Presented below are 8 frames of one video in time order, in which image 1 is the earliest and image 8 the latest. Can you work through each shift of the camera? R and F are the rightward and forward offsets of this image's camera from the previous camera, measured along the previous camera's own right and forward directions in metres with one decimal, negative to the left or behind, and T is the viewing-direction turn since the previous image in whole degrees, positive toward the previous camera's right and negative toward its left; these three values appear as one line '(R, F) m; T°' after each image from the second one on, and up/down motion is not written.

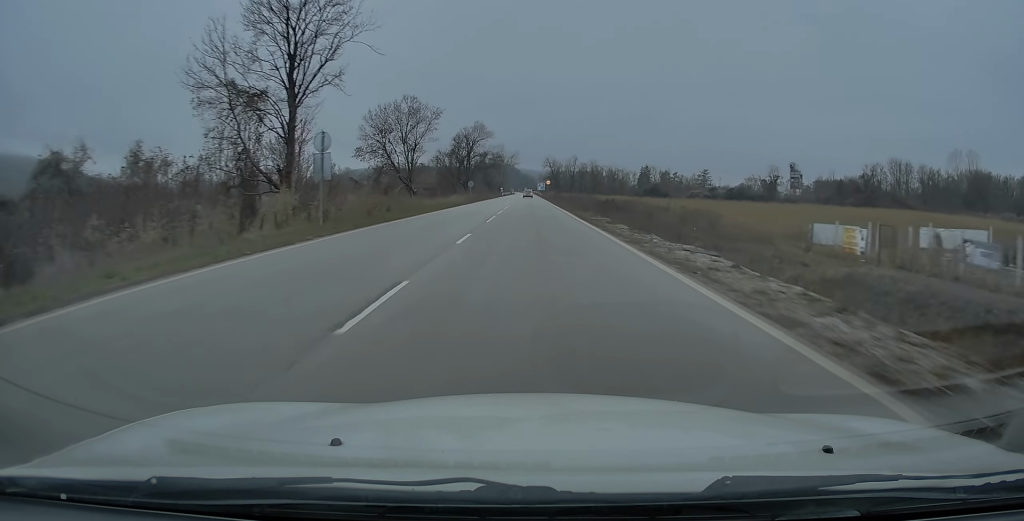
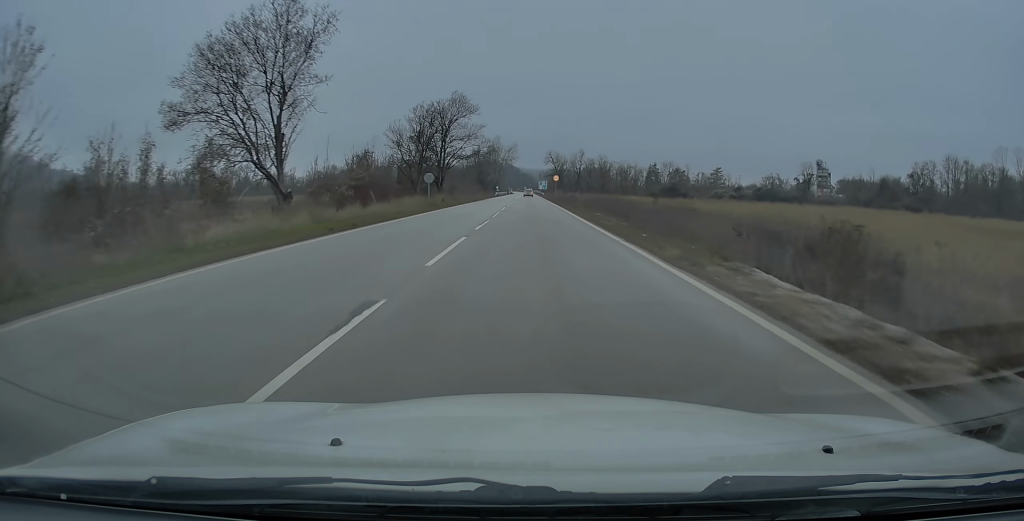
(-0.1, +32.6) m; 0°
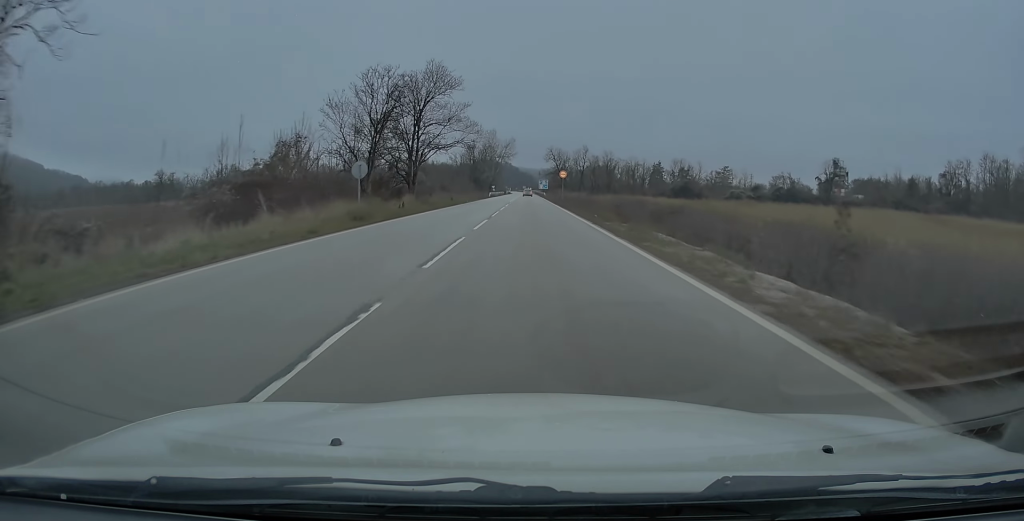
(0.0, +18.4) m; 0°
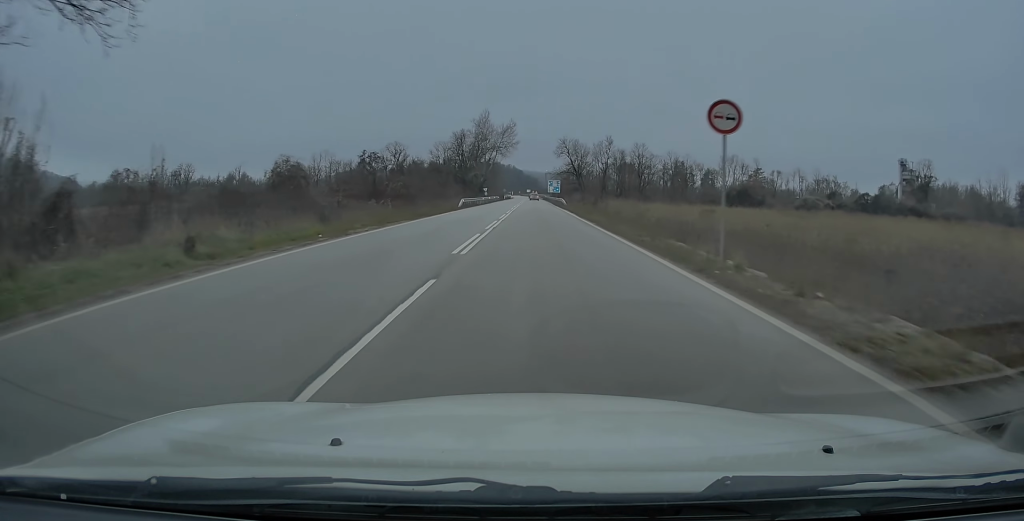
(-0.1, +52.1) m; 0°
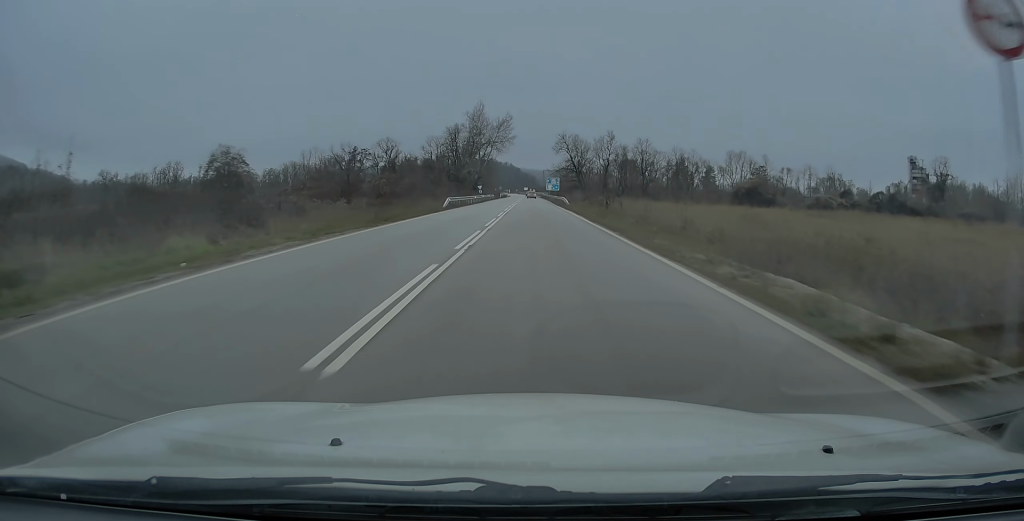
(-0.1, +8.2) m; 0°
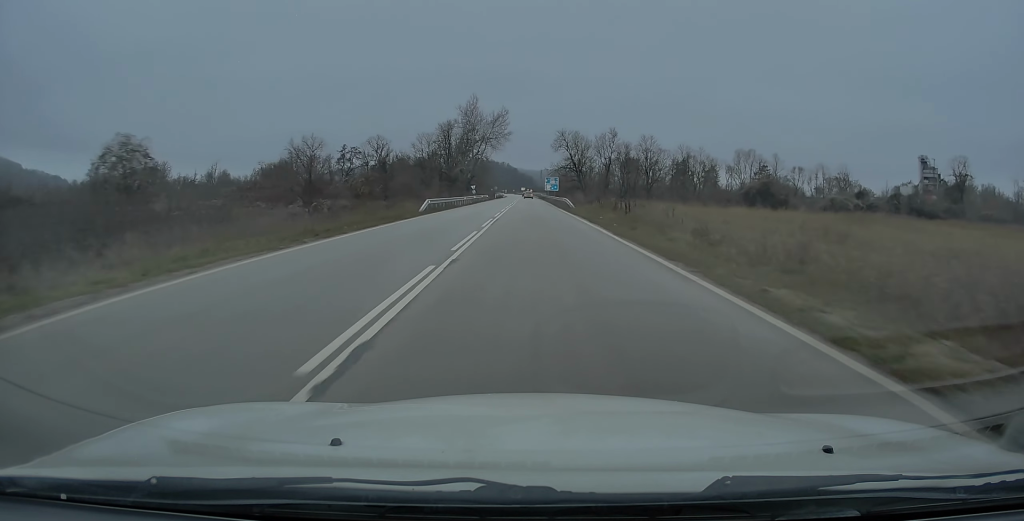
(+0.1, +9.0) m; 0°
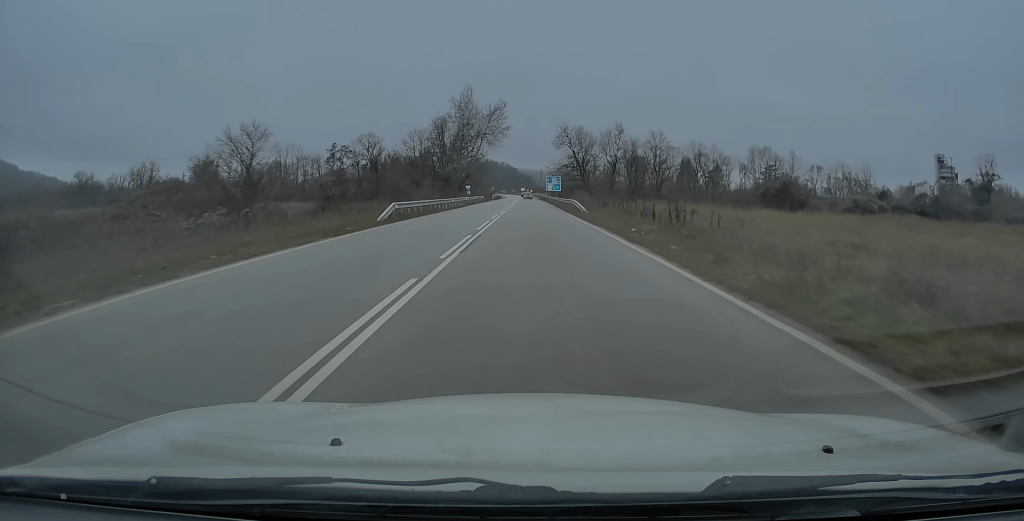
(+0.1, +10.2) m; 0°
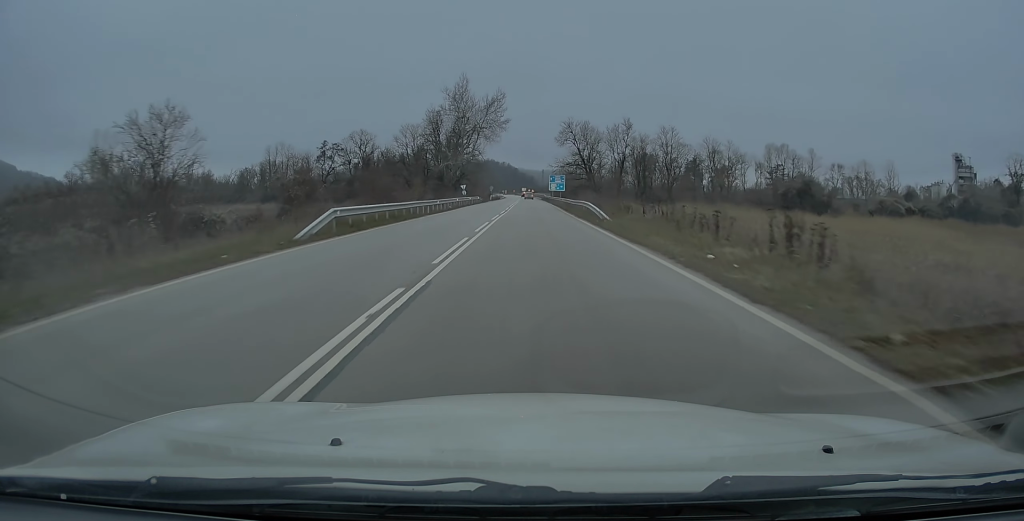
(-0.1, +9.7) m; 0°
